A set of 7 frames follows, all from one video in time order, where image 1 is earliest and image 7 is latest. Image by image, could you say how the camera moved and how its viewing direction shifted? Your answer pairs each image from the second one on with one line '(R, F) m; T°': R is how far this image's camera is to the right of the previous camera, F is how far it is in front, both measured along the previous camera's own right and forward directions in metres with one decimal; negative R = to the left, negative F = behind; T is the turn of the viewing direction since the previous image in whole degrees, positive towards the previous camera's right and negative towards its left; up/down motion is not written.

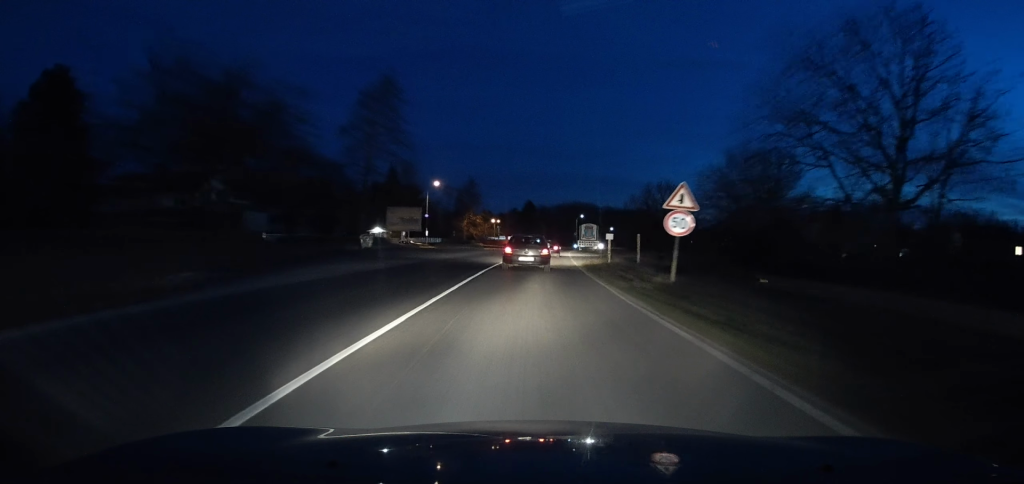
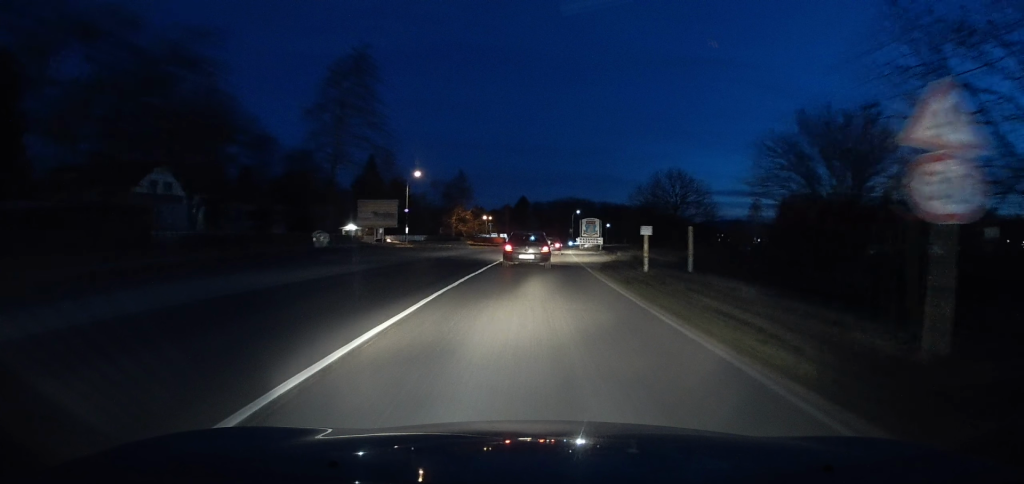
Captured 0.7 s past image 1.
(0.0, +10.8) m; +1°
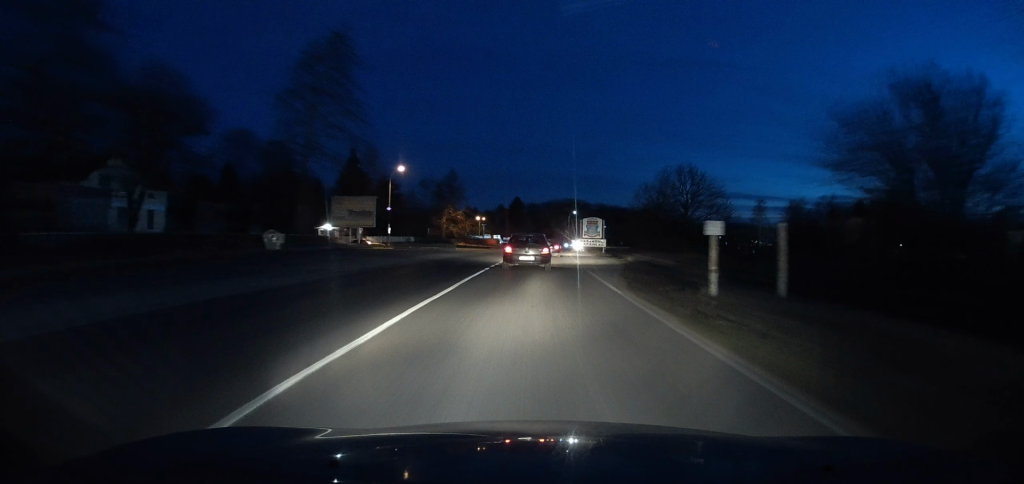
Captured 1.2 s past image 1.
(-0.1, +7.7) m; +1°
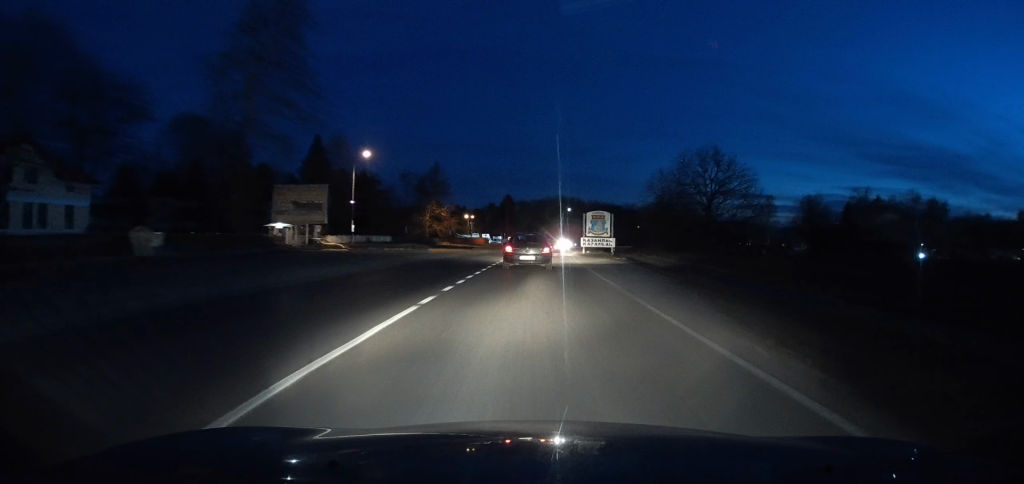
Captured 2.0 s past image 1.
(+0.4, +12.7) m; +1°
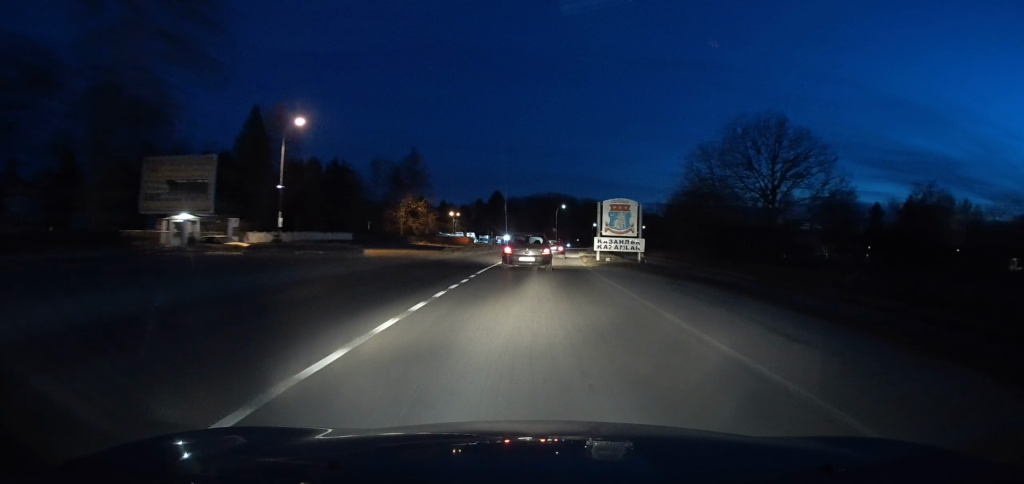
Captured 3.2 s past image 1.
(-0.1, +17.1) m; +1°
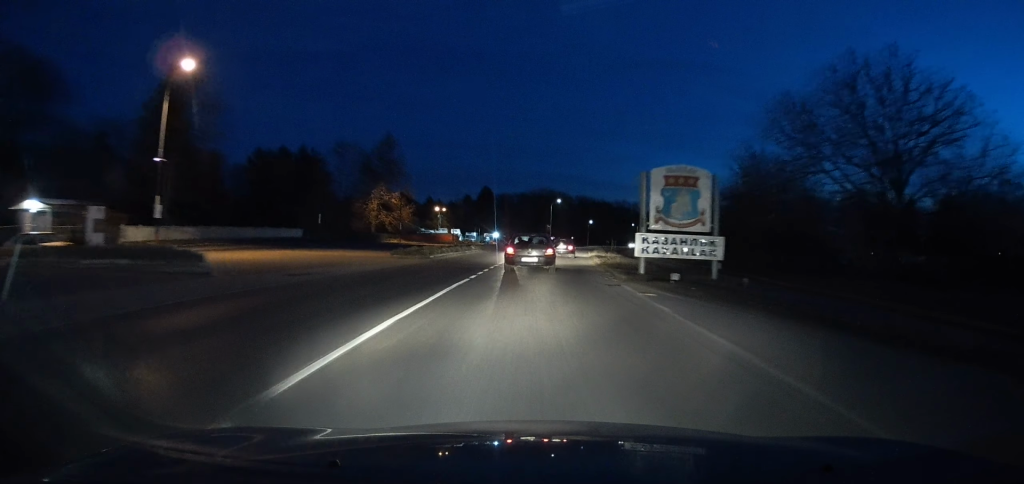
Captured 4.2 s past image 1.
(+0.3, +16.0) m; 0°
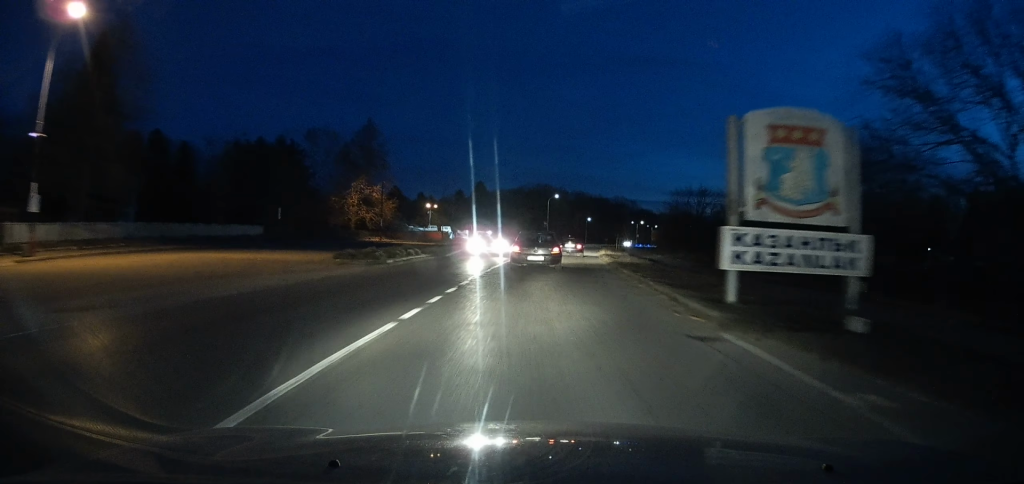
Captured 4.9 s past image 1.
(-0.1, +9.4) m; +1°
